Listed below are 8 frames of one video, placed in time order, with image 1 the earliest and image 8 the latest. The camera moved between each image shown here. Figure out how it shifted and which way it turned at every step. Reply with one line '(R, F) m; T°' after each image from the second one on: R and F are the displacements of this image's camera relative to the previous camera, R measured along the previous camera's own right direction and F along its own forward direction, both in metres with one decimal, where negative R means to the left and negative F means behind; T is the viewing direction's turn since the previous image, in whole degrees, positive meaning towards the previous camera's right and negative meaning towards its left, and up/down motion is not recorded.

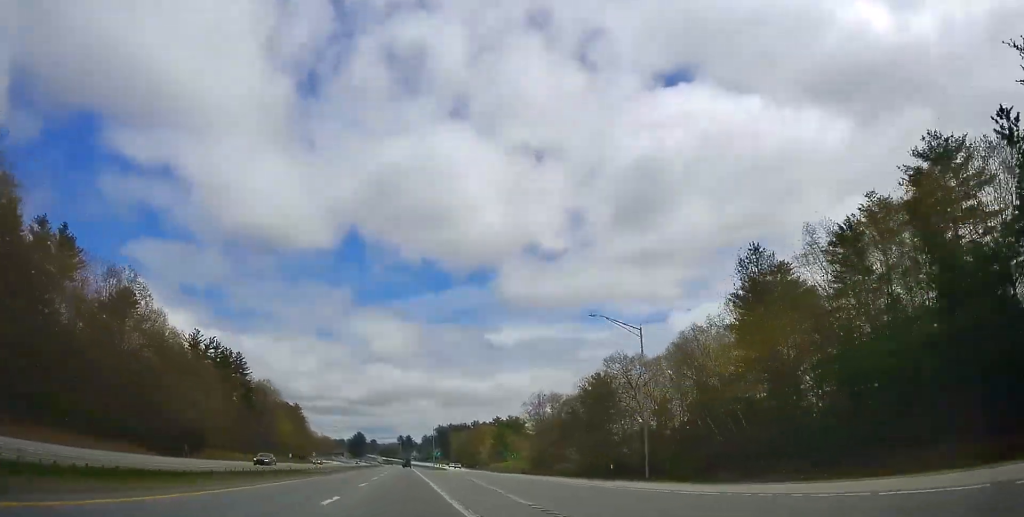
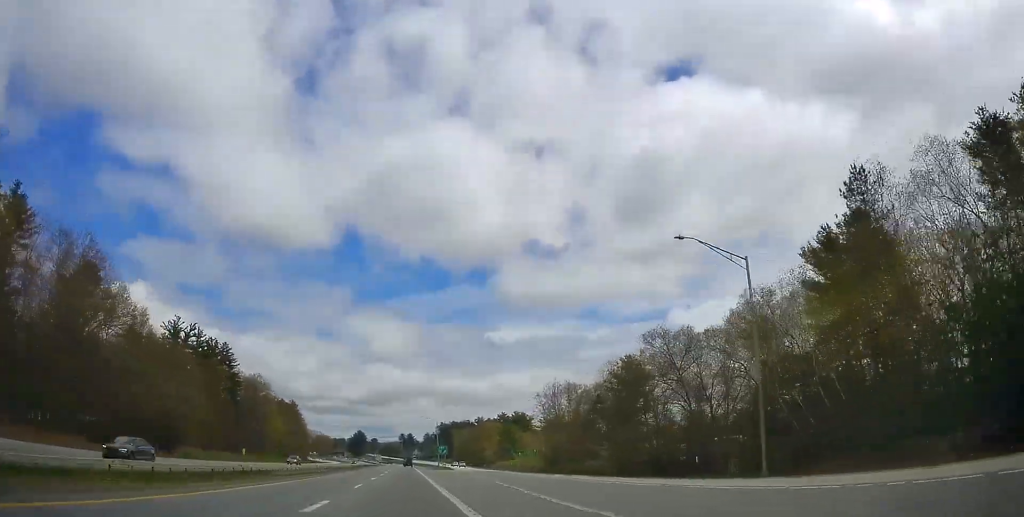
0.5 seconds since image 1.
(-0.1, +14.9) m; 0°
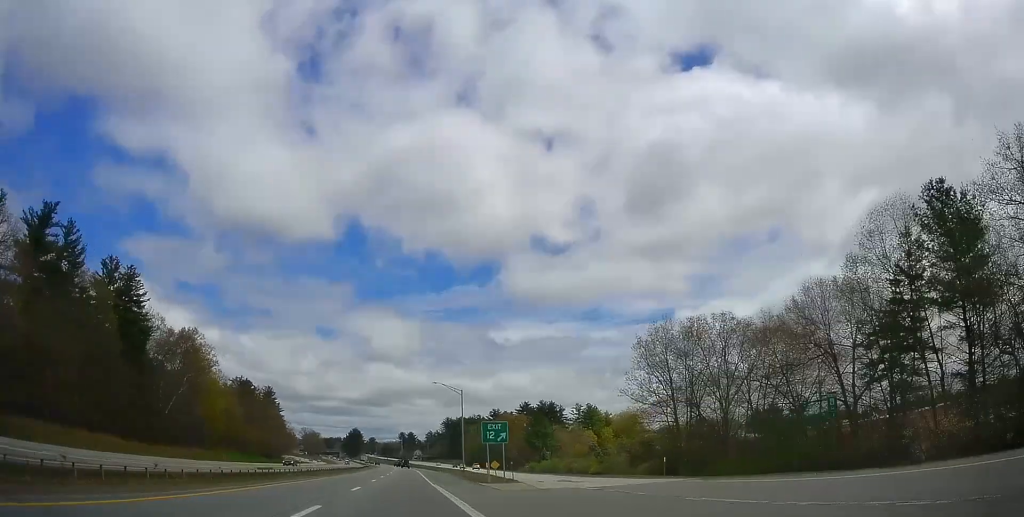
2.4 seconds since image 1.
(+1.2, +62.8) m; +2°
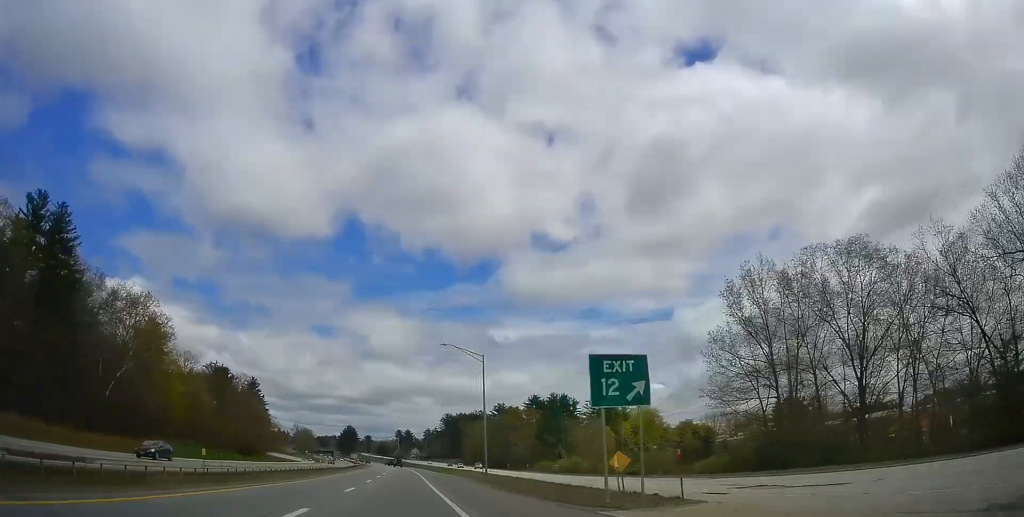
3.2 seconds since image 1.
(+0.2, +25.4) m; -1°
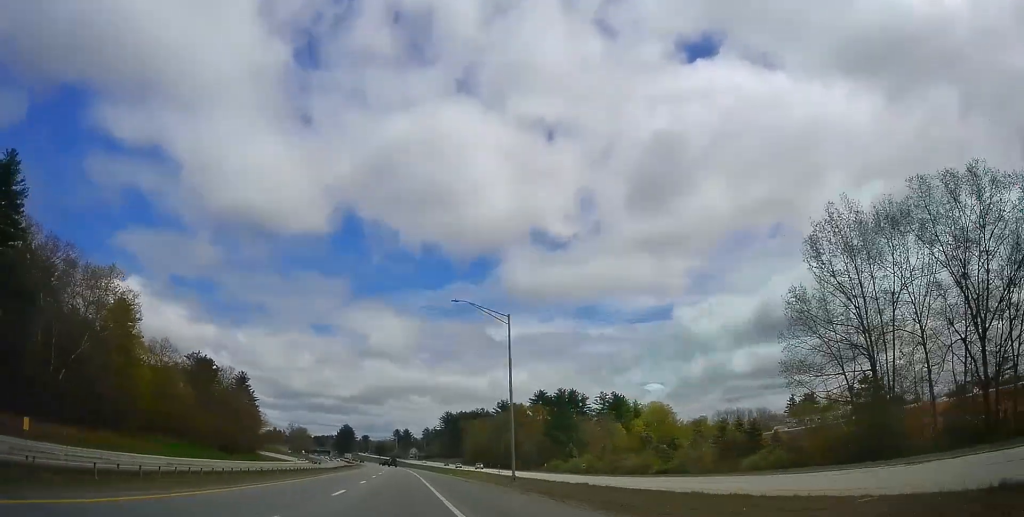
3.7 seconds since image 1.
(-0.4, +14.8) m; -1°
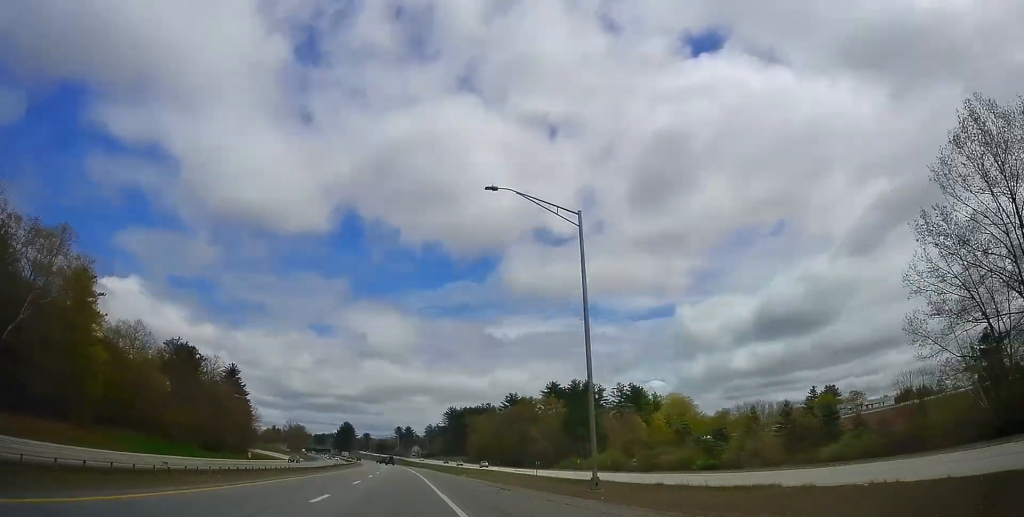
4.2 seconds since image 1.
(-0.2, +17.0) m; 0°
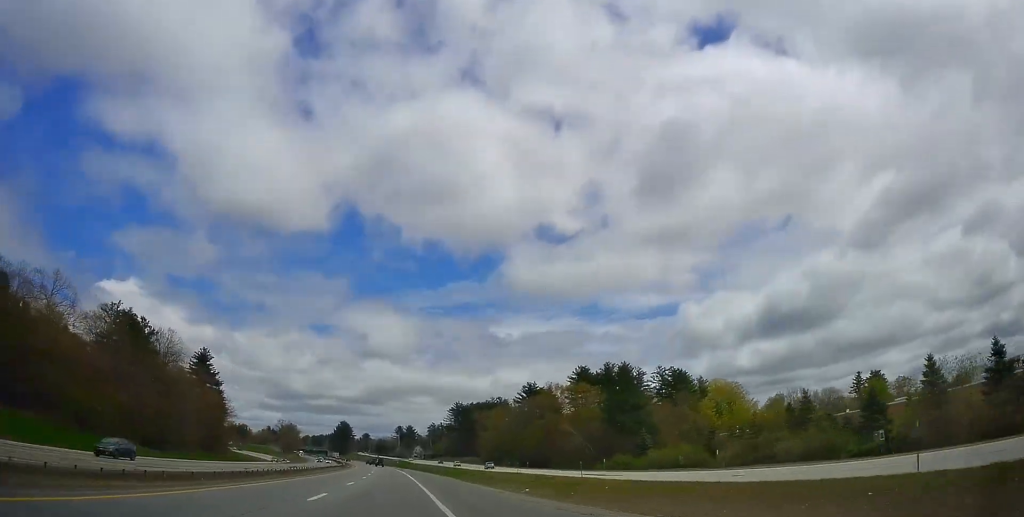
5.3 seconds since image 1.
(+0.5, +35.0) m; +2°
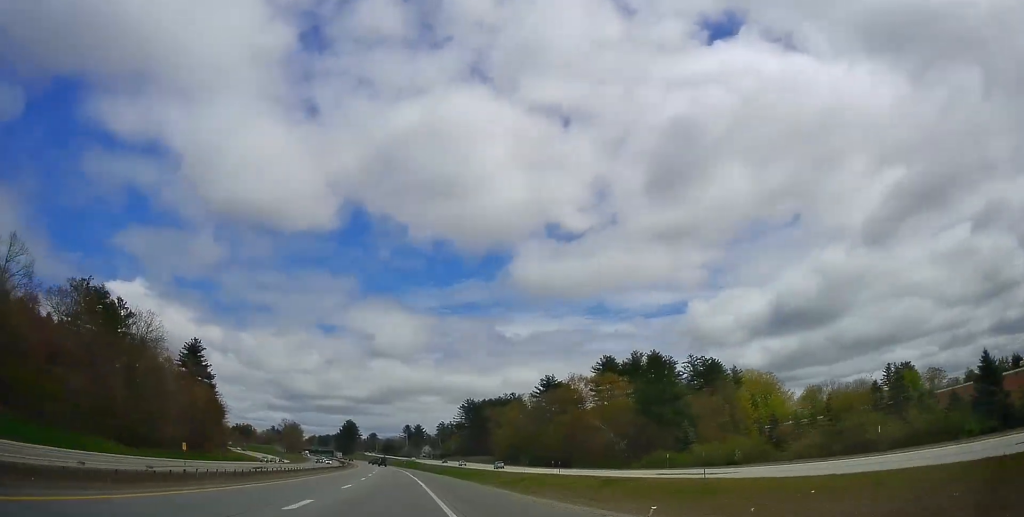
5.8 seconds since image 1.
(+0.3, +15.8) m; 0°
